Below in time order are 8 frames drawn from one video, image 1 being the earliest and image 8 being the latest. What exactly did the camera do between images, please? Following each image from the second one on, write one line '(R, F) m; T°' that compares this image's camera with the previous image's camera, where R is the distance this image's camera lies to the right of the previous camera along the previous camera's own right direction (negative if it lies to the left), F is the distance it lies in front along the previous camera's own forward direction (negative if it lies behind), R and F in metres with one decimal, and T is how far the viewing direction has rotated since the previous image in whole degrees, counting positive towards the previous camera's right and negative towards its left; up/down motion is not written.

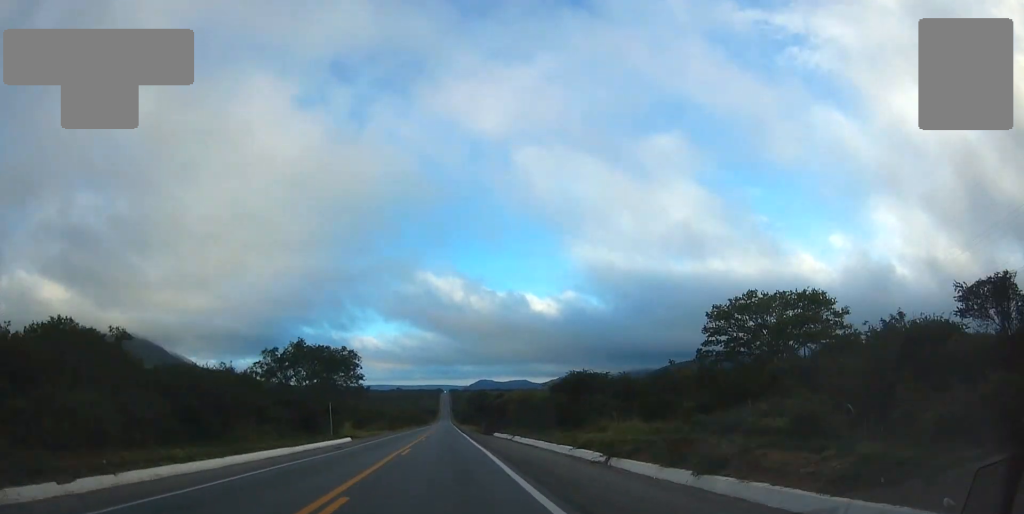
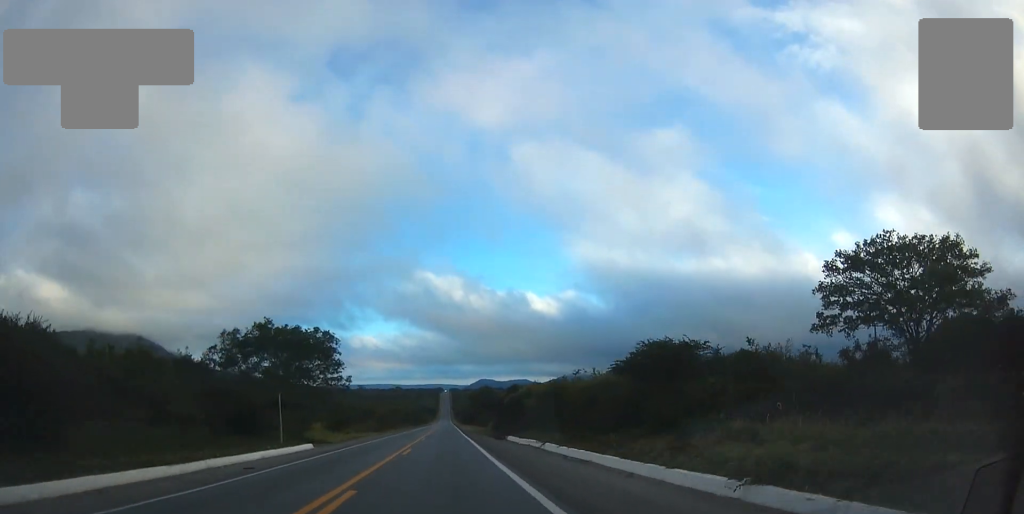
(+0.1, +15.4) m; 0°
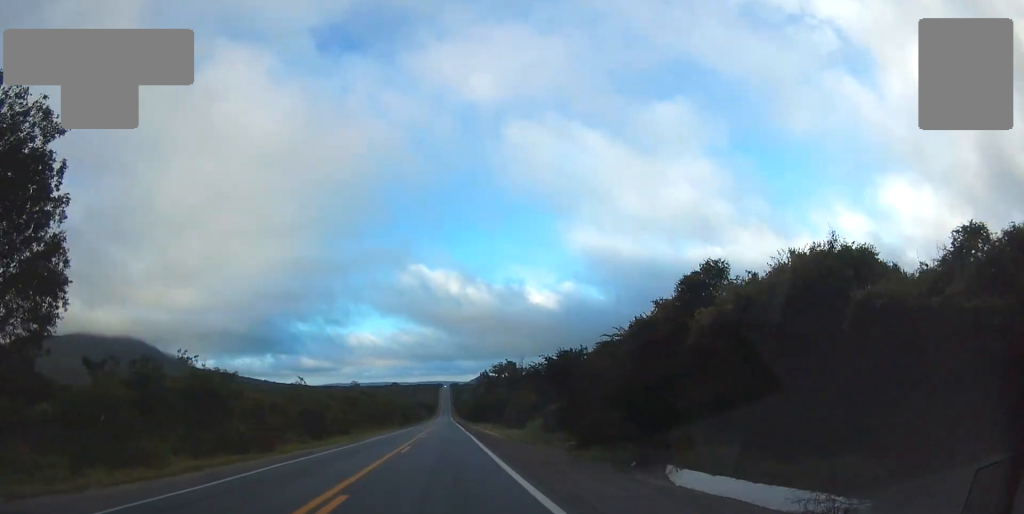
(+0.1, +49.5) m; +1°
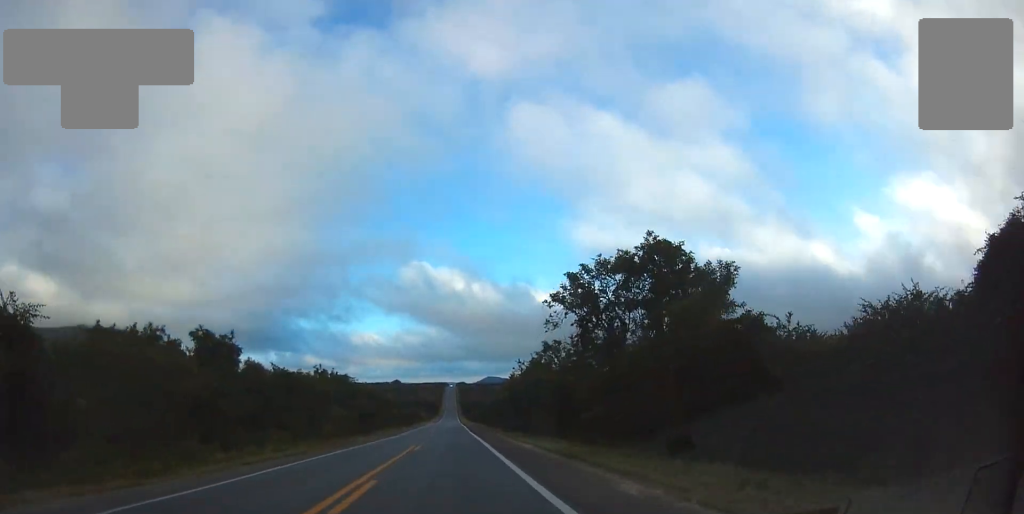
(+0.7, +61.9) m; 0°
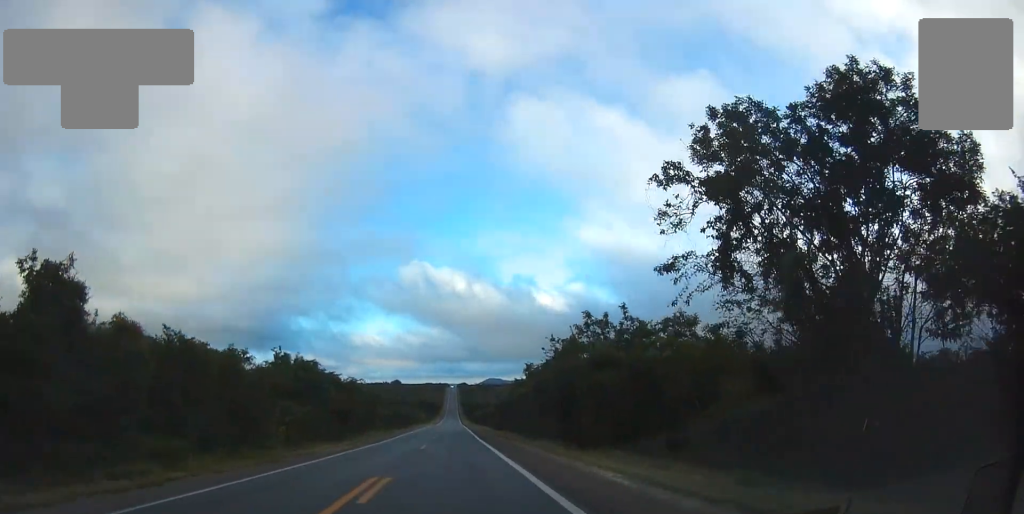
(-0.1, +15.2) m; 0°
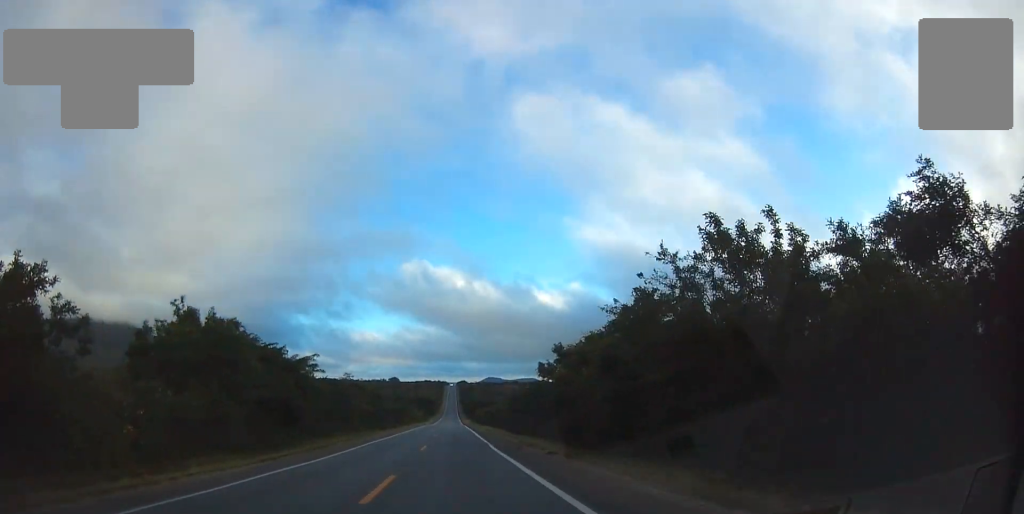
(-0.1, +18.1) m; 0°
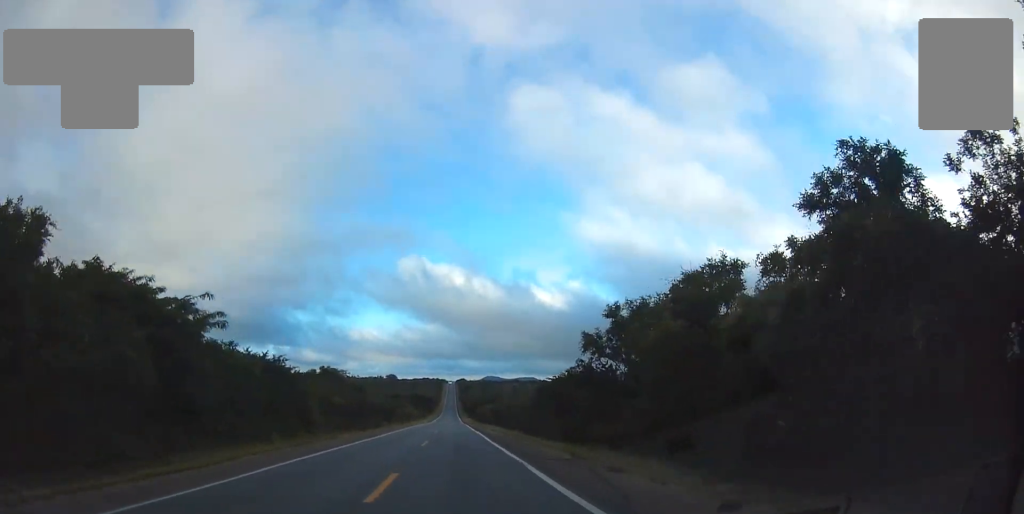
(0.0, +16.4) m; 0°
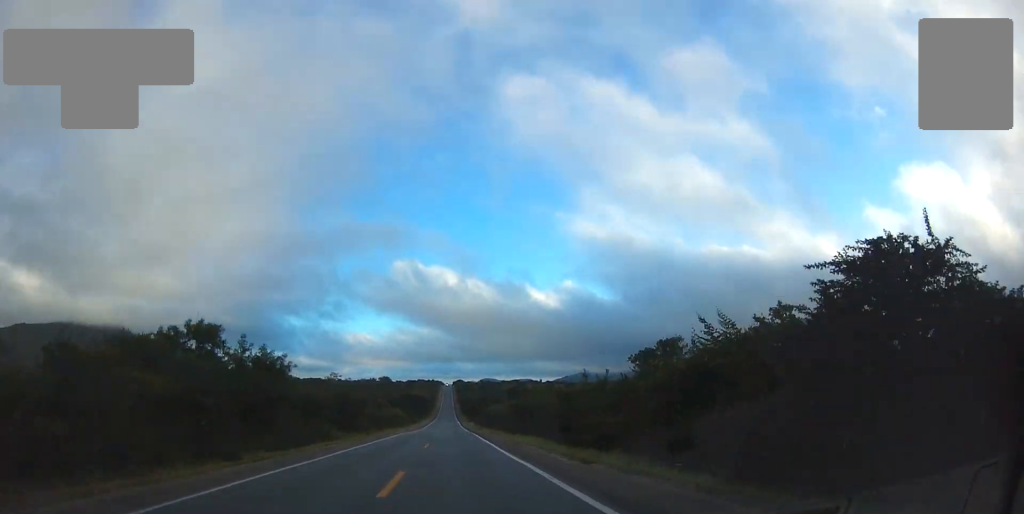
(0.0, +31.8) m; 0°
